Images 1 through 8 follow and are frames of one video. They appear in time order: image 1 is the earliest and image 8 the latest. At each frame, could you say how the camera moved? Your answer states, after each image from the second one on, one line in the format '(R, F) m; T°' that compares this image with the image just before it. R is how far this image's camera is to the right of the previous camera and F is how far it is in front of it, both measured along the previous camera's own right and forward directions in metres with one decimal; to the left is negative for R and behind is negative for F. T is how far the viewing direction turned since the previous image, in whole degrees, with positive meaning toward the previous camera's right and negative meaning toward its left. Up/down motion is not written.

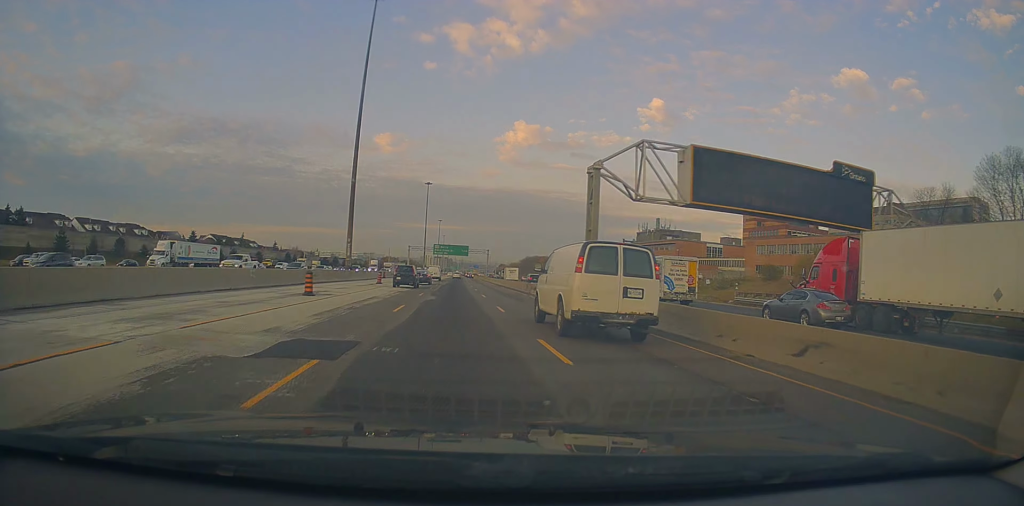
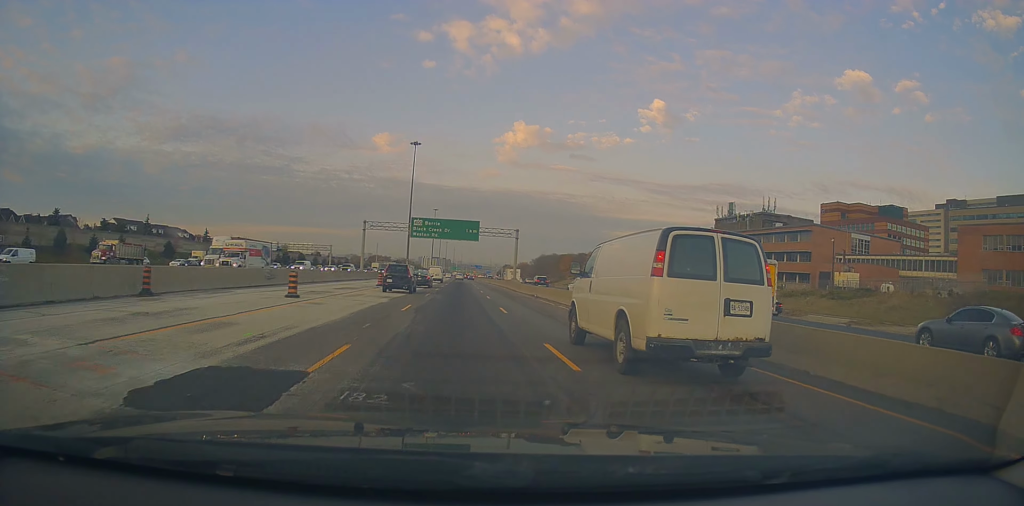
(-0.4, +71.2) m; 0°
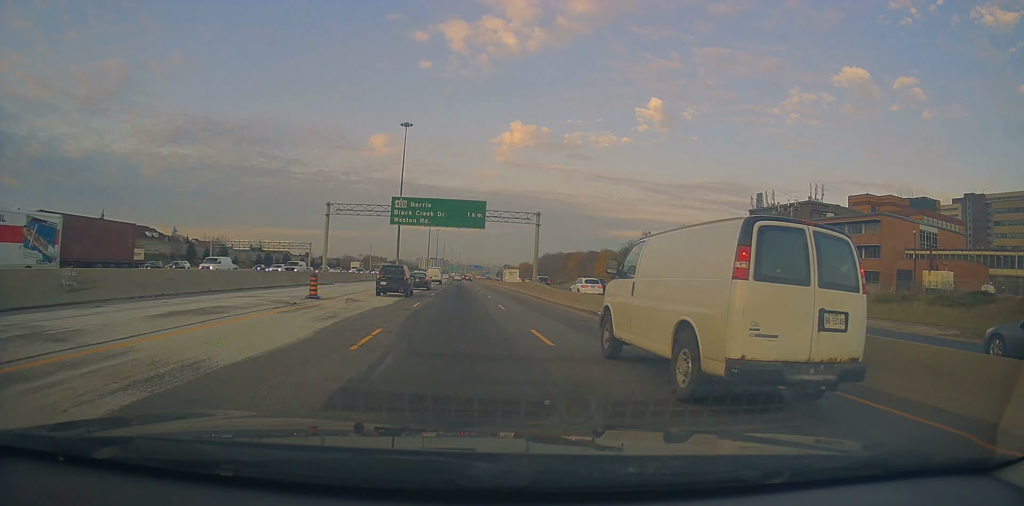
(+0.6, +20.9) m; 0°
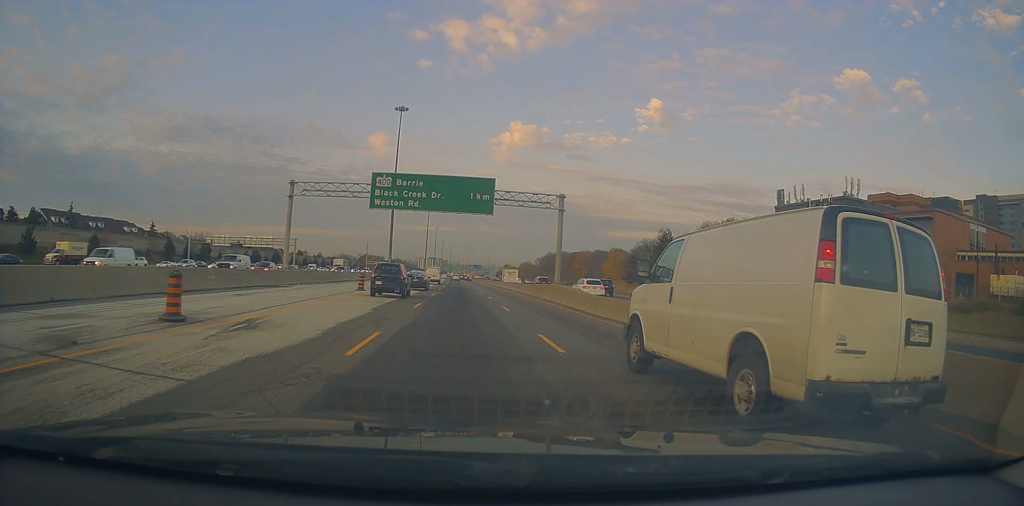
(-0.4, +12.7) m; 0°
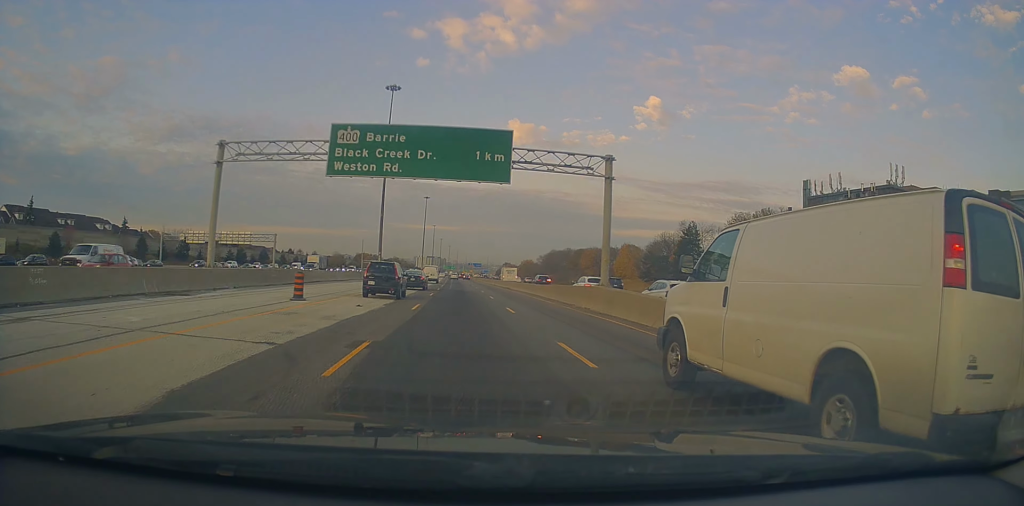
(-0.5, +13.7) m; 0°
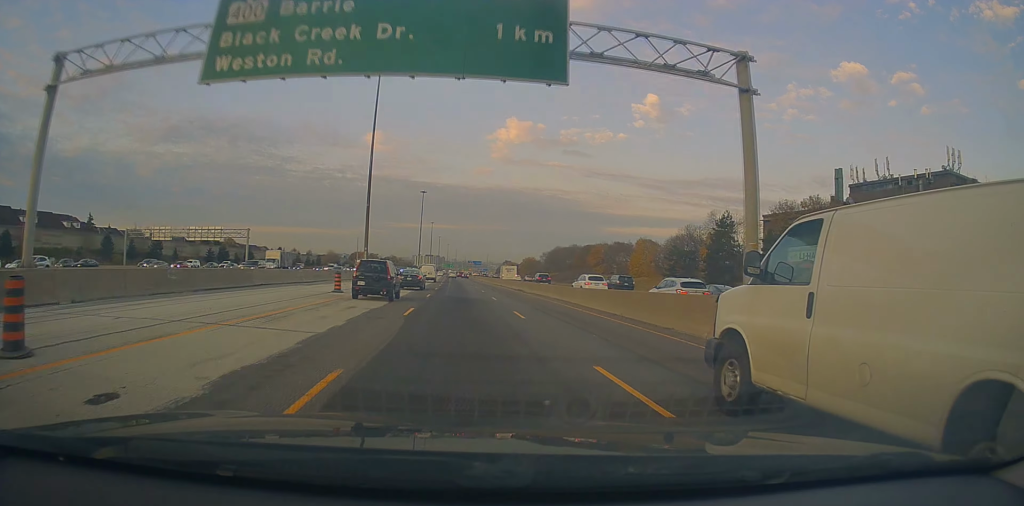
(+0.3, +14.9) m; 0°
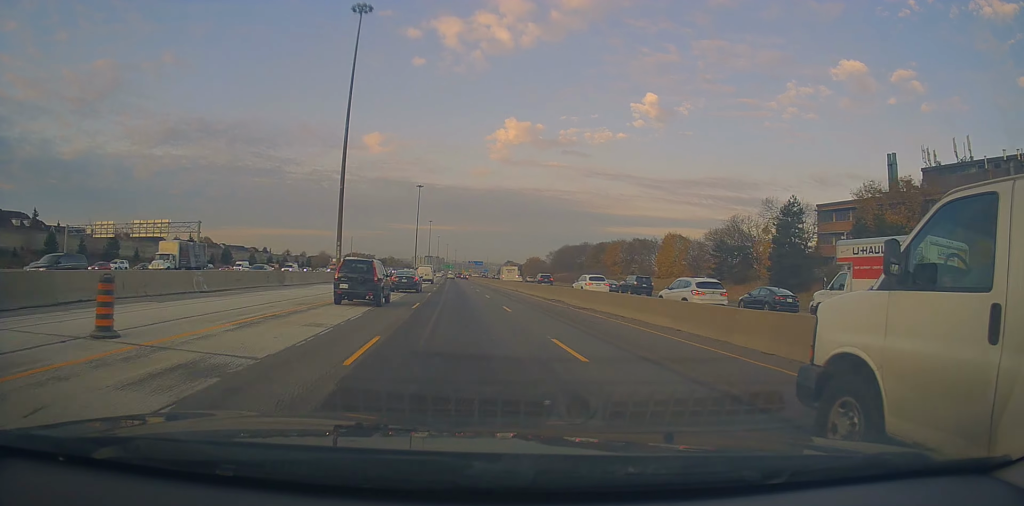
(+0.8, +20.3) m; 0°
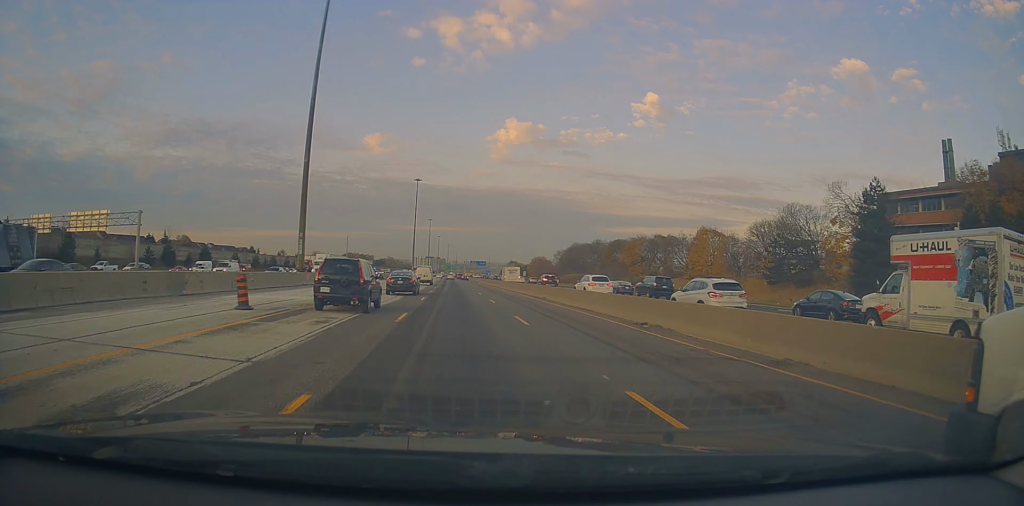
(-0.5, +17.3) m; 0°
